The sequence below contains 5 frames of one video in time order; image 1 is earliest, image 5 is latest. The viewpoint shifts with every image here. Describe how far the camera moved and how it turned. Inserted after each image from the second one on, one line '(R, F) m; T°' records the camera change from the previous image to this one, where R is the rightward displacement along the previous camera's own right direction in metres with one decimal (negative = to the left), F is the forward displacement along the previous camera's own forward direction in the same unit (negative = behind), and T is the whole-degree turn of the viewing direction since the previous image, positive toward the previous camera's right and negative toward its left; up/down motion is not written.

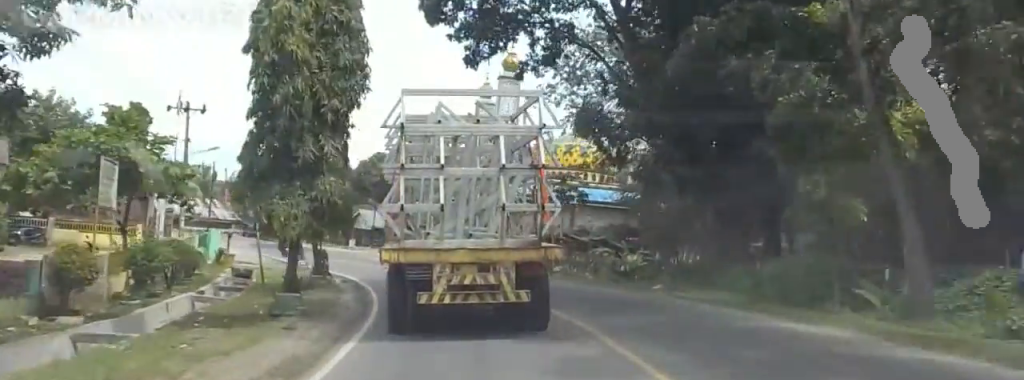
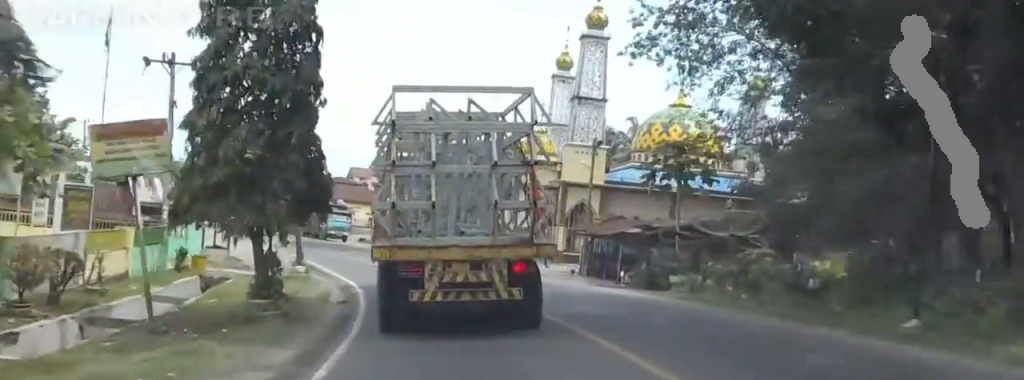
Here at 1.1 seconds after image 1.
(0.0, +13.3) m; 0°
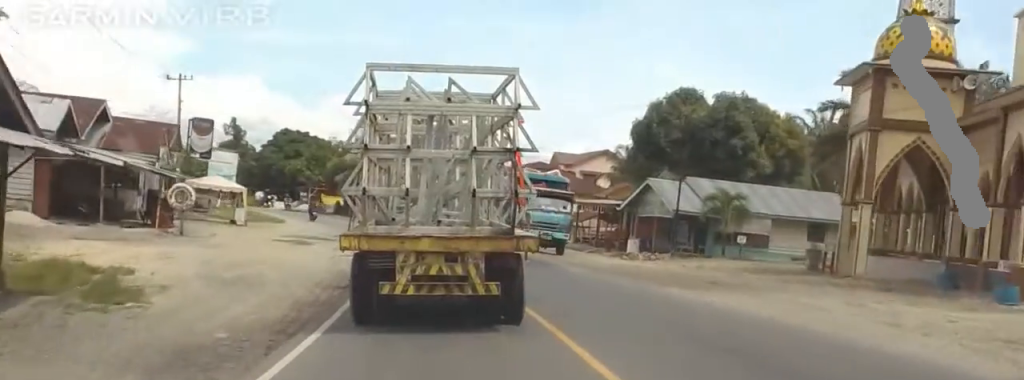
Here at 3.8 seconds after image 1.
(-0.5, +33.3) m; 0°
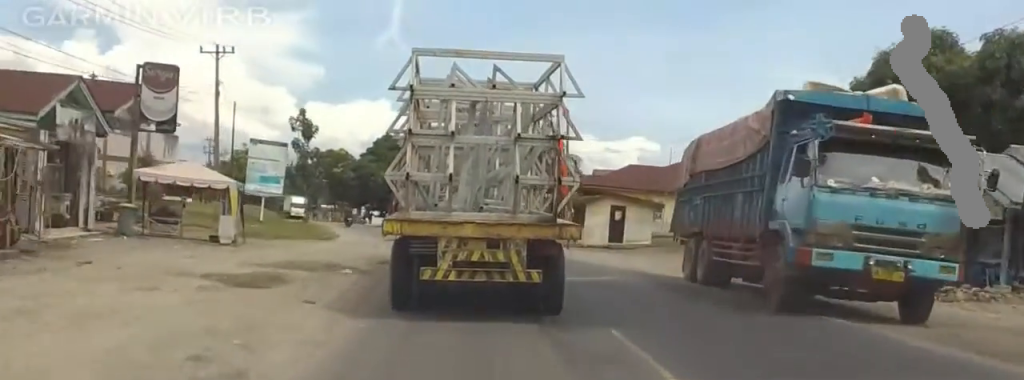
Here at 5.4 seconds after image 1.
(+0.1, +20.6) m; 0°
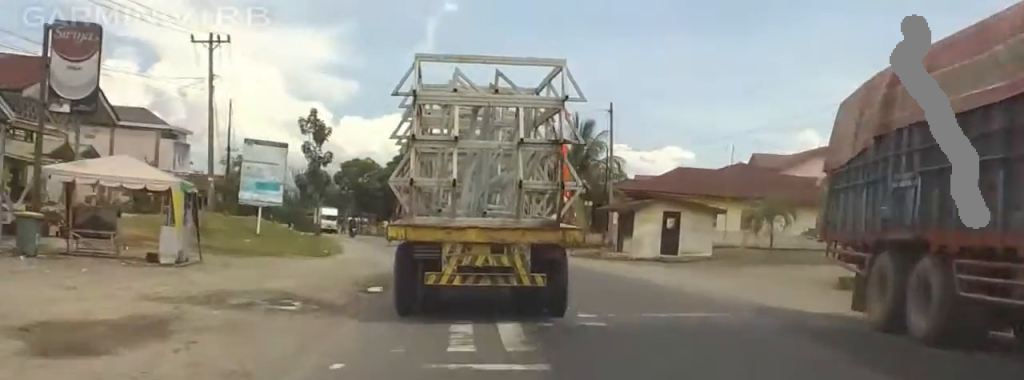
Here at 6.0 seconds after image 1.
(0.0, +7.6) m; 0°
